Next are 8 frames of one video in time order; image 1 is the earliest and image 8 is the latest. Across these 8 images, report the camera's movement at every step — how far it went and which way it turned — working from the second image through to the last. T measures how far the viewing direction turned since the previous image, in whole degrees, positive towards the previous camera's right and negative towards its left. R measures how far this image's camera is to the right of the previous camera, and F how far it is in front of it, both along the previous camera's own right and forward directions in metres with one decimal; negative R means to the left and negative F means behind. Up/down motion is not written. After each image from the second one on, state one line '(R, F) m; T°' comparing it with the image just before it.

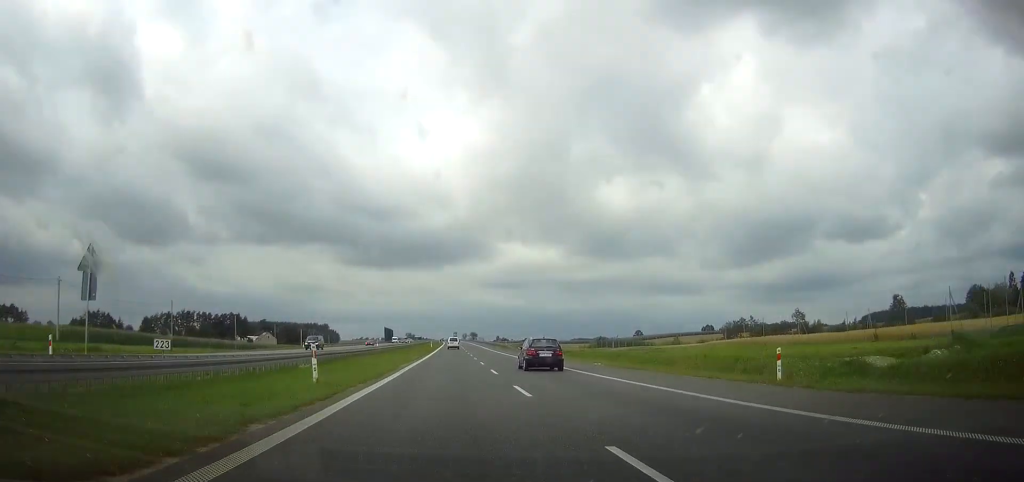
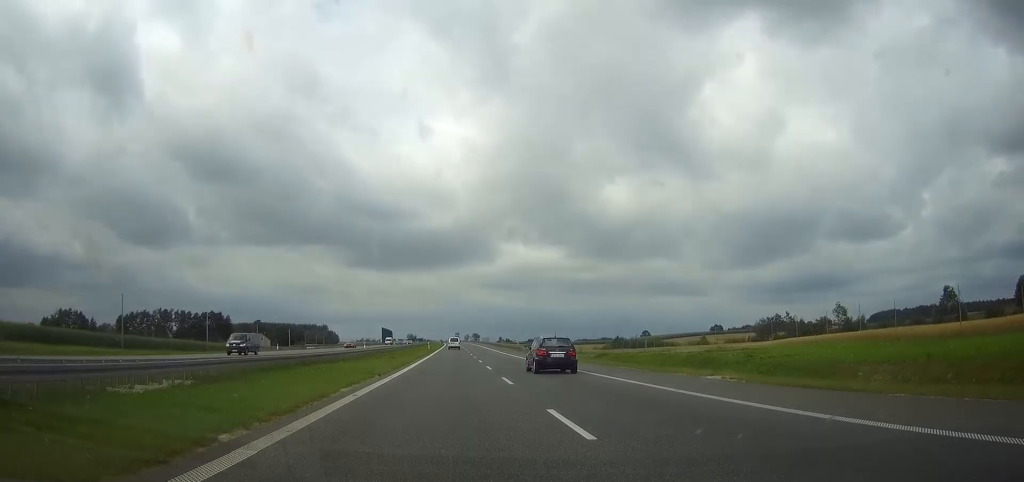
(+0.1, +19.2) m; 0°
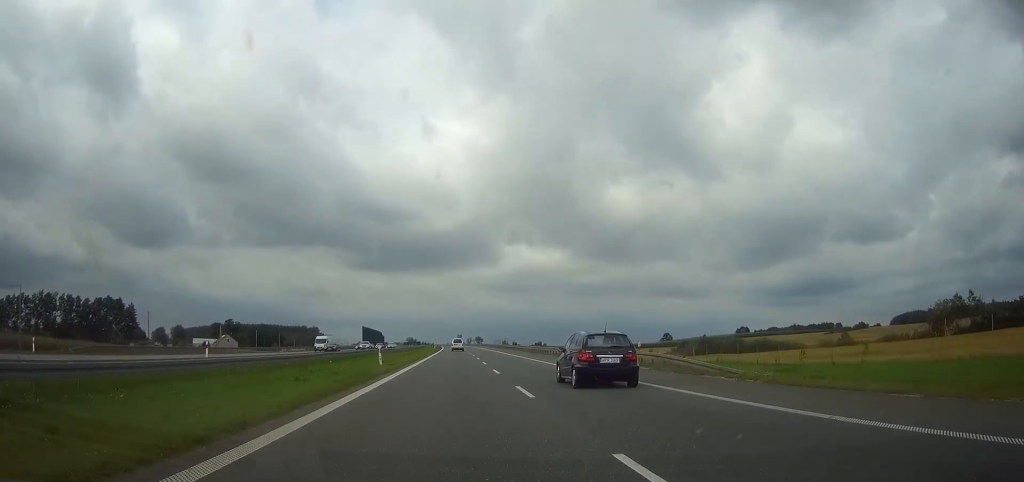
(-0.8, +64.9) m; -1°
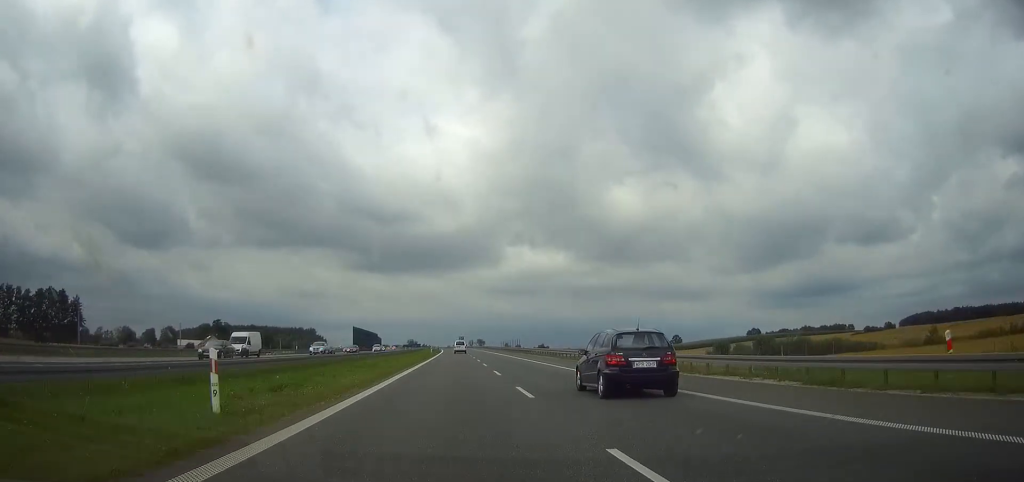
(0.0, +23.5) m; 0°
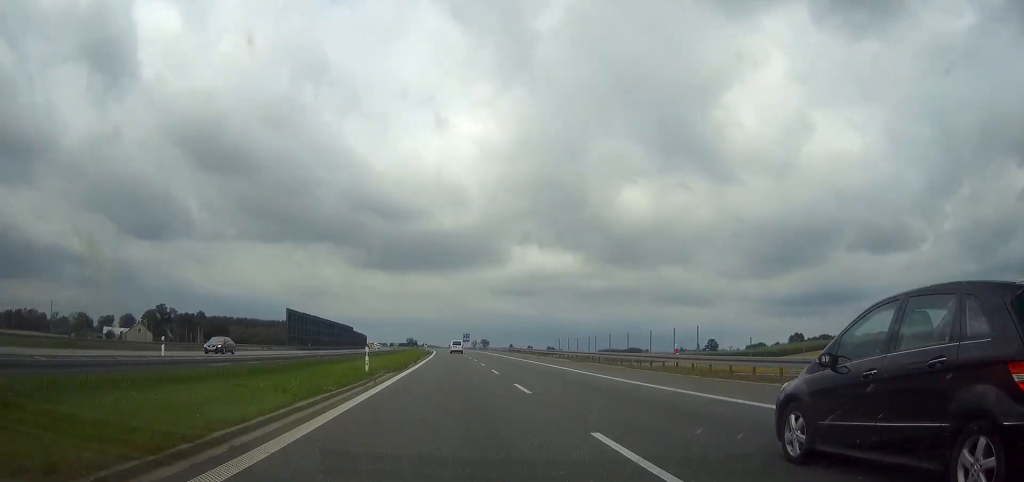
(-0.1, +82.0) m; 0°
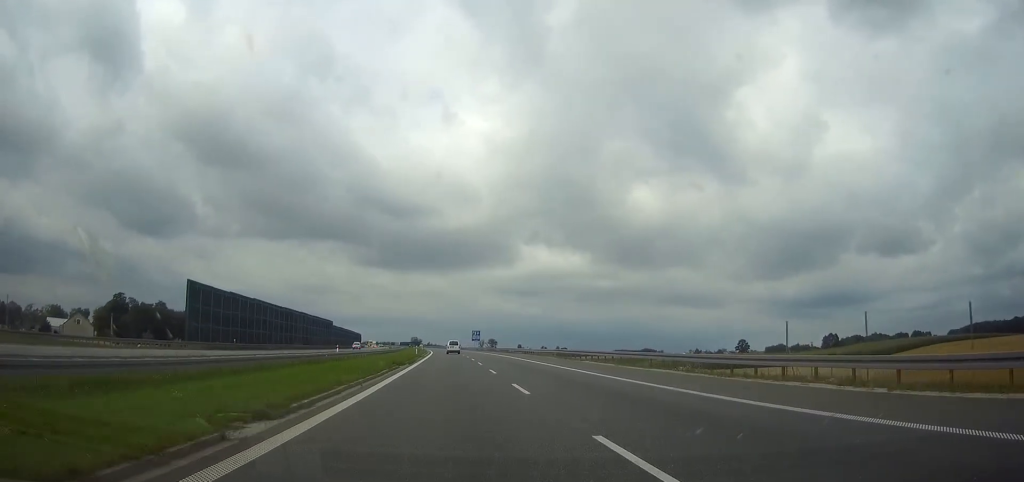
(0.0, +48.0) m; 0°
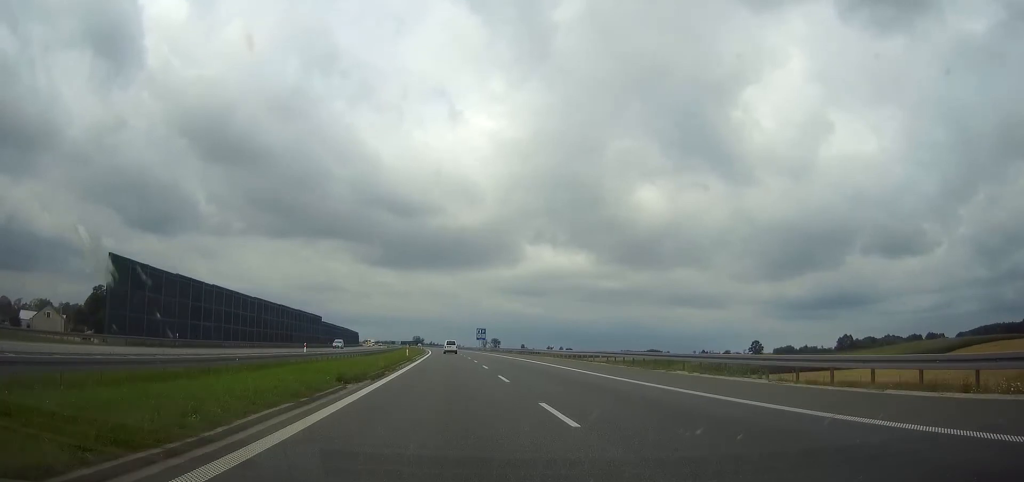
(0.0, +18.9) m; 0°
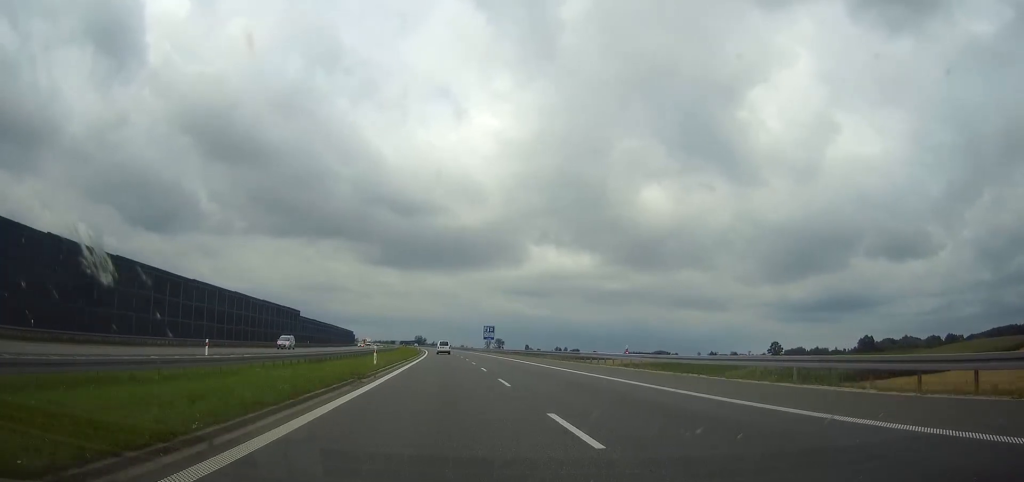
(0.0, +26.0) m; 0°
